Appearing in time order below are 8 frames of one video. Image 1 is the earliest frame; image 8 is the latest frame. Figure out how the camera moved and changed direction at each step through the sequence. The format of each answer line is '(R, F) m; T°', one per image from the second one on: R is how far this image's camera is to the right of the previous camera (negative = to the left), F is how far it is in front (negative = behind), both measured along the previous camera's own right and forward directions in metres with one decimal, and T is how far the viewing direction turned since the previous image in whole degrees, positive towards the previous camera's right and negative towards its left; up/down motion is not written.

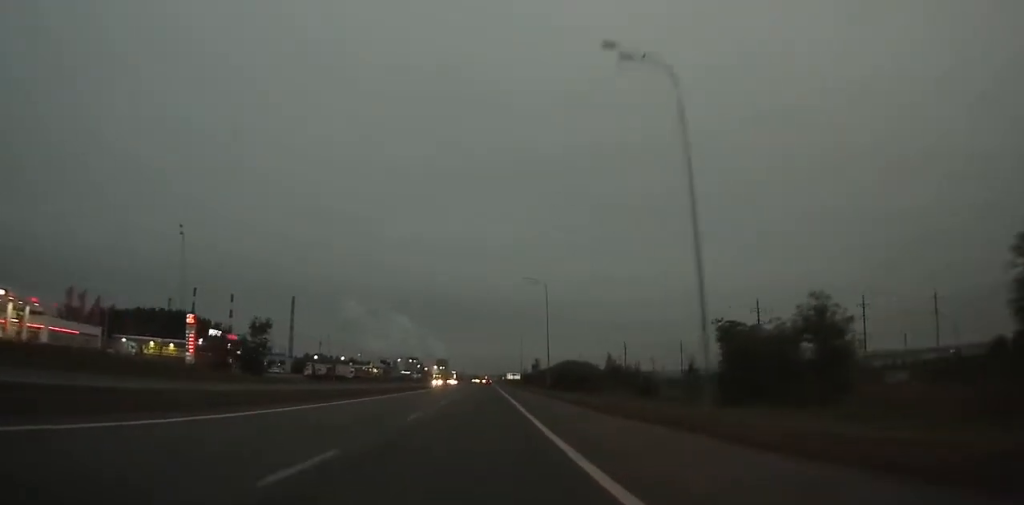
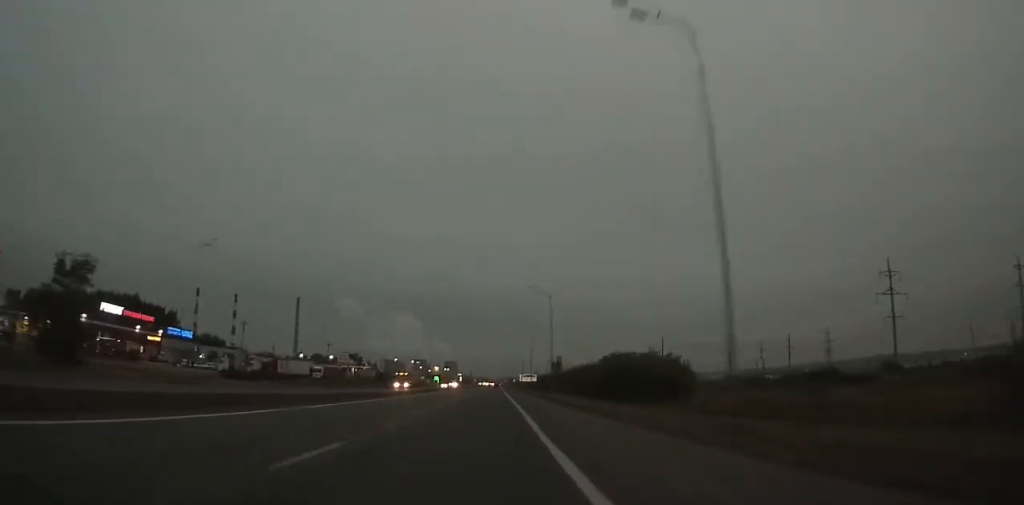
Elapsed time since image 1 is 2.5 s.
(0.0, +47.0) m; 0°
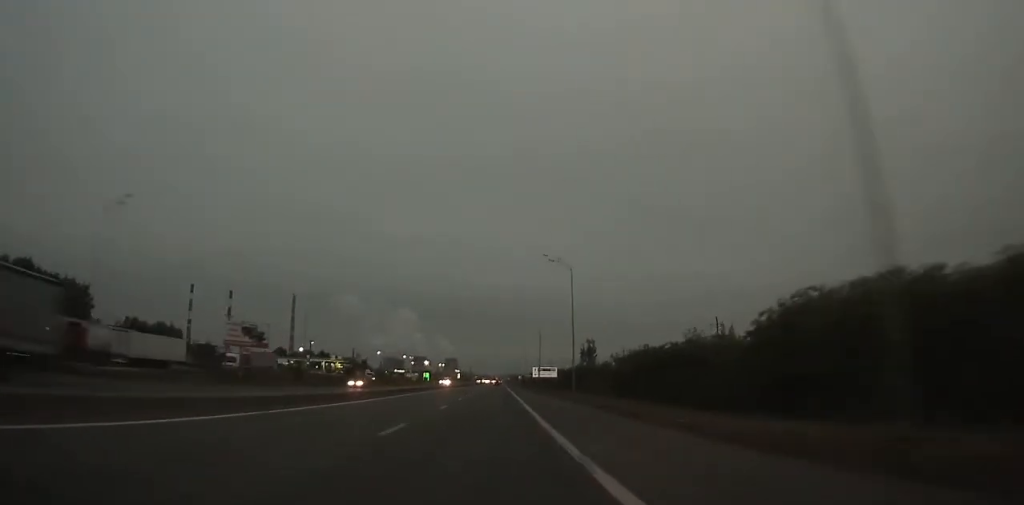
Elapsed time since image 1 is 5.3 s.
(-0.1, +54.7) m; 0°
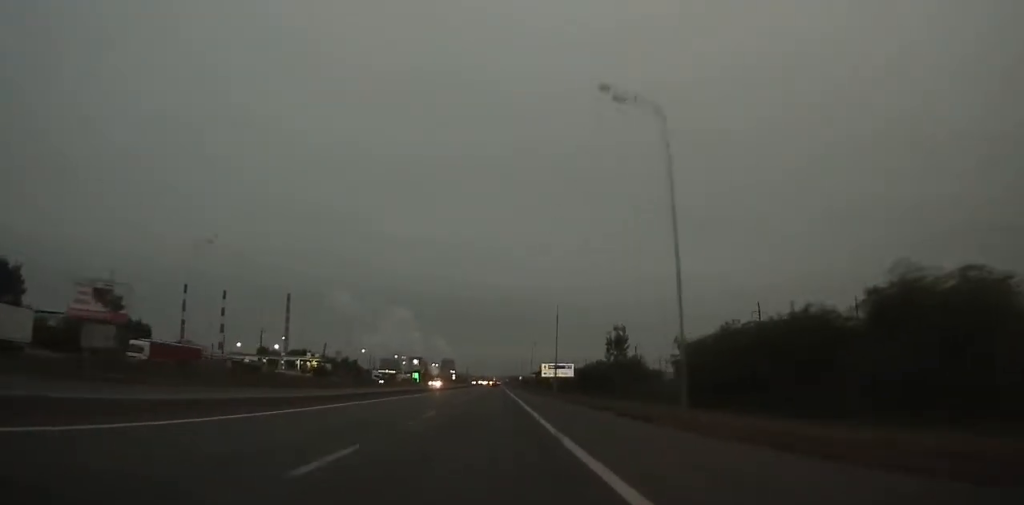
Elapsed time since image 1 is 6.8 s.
(-0.2, +30.0) m; 0°
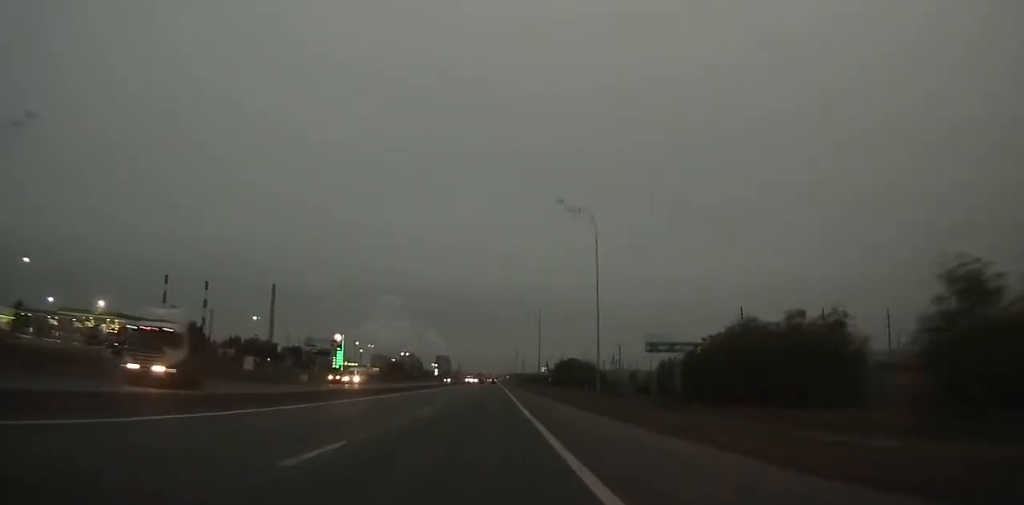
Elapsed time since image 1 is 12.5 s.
(+0.3, +119.9) m; 0°
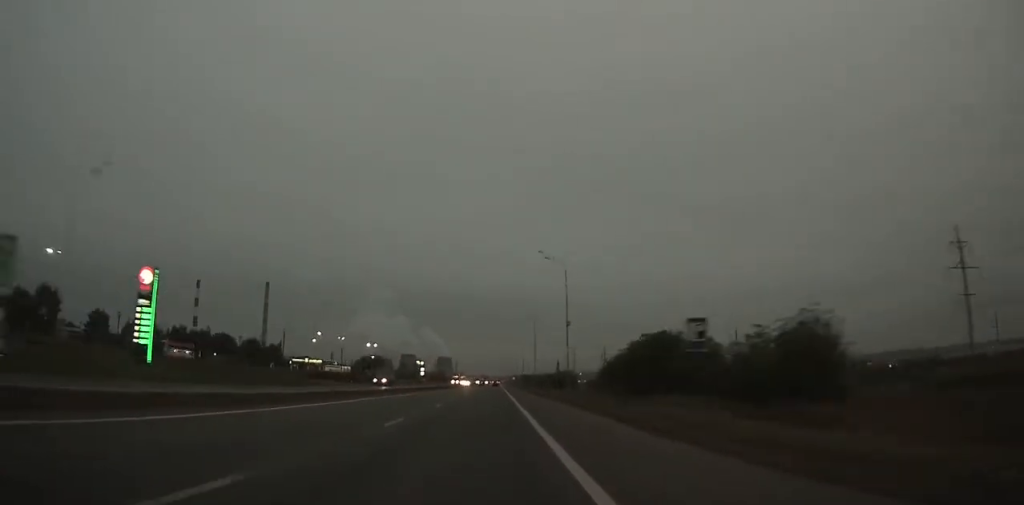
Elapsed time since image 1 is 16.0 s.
(-0.2, +76.4) m; 0°
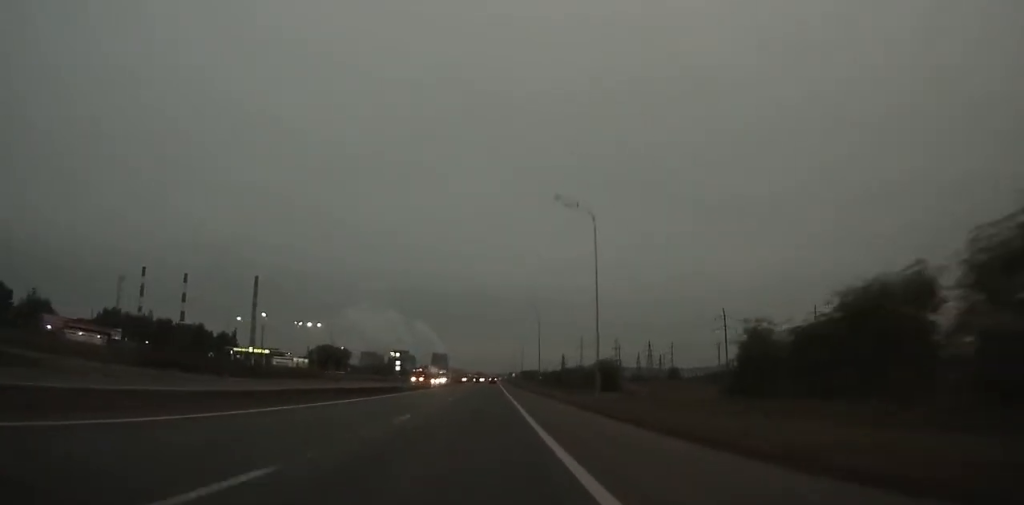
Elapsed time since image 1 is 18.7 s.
(+0.4, +59.9) m; 0°
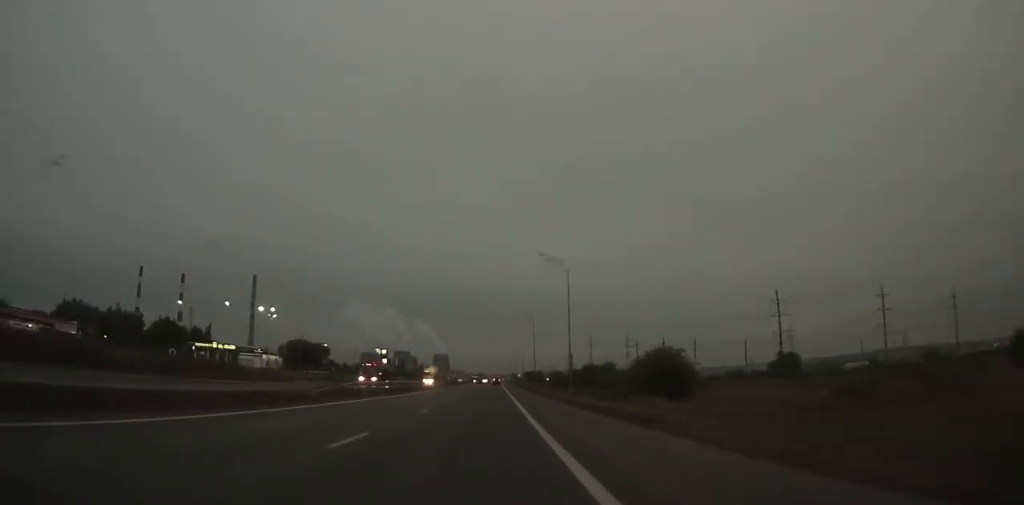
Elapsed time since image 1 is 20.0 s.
(0.0, +28.9) m; 0°
